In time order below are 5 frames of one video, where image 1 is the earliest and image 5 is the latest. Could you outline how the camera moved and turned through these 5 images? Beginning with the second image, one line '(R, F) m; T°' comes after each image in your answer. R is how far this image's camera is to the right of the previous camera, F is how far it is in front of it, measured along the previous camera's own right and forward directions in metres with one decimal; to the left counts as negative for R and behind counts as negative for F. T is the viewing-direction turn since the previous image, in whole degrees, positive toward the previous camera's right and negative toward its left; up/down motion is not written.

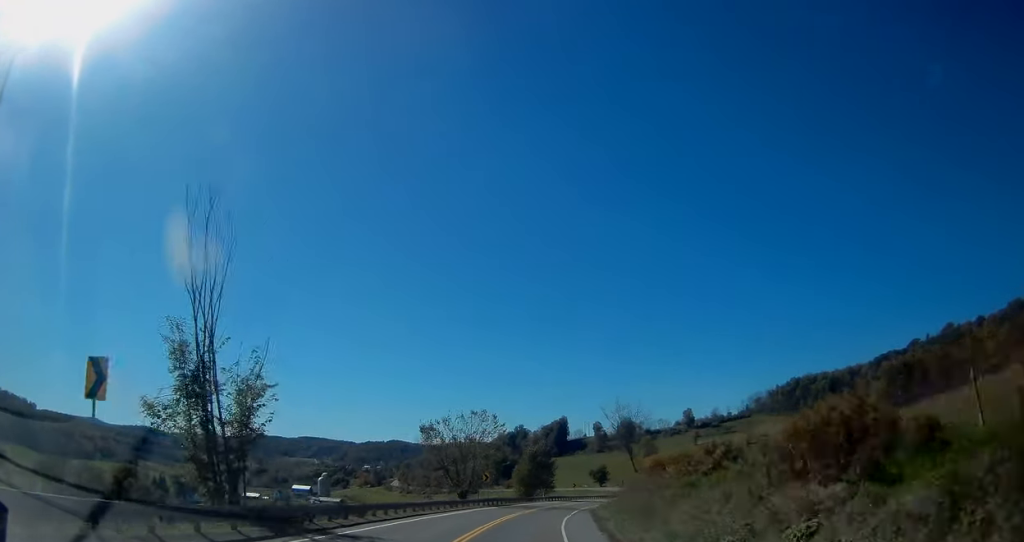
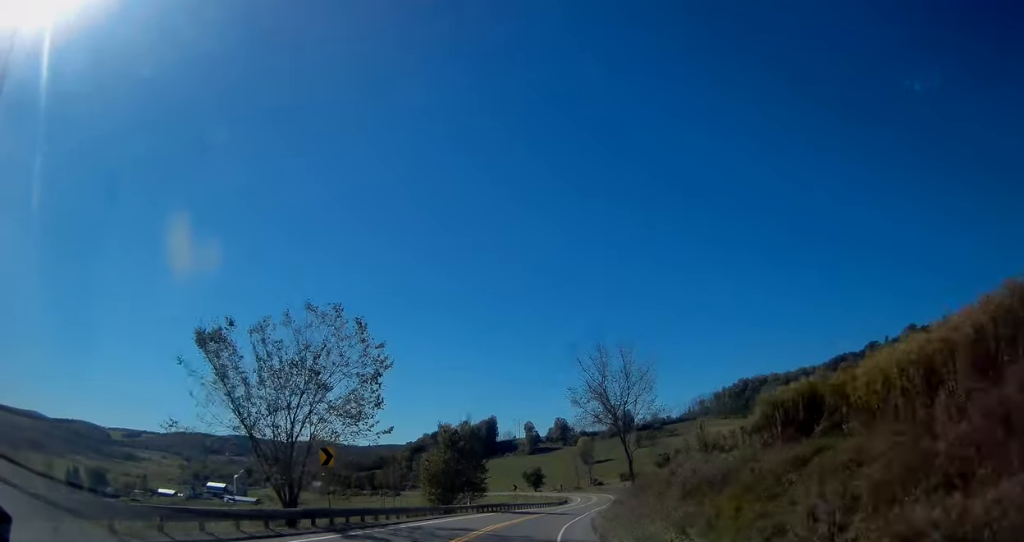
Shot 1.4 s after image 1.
(+1.7, +34.2) m; +7°
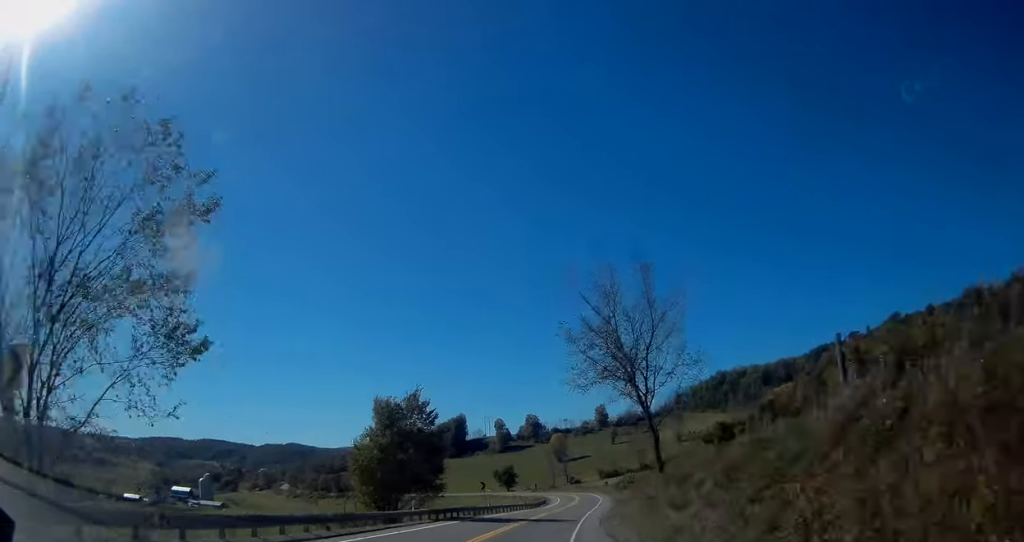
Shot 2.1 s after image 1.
(+0.4, +15.8) m; +3°
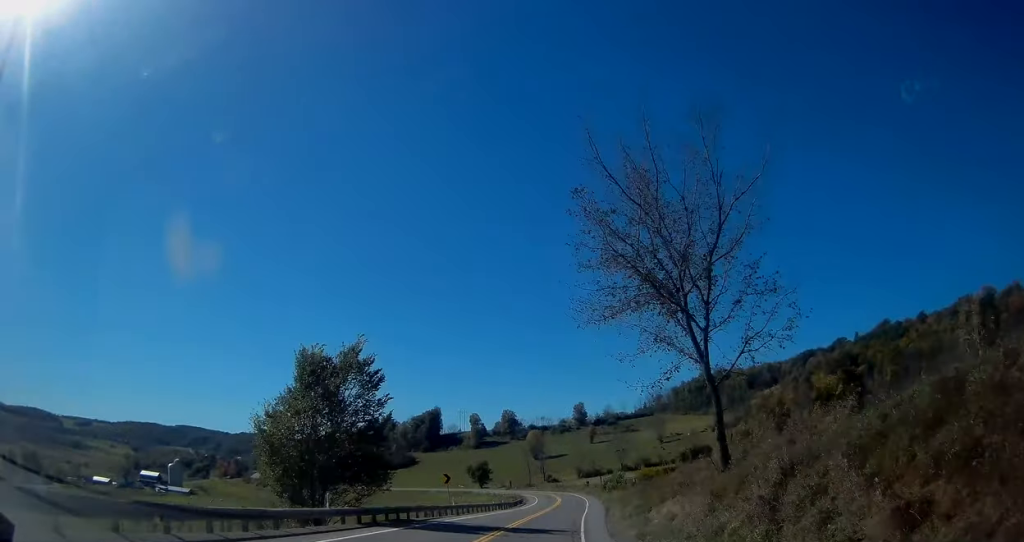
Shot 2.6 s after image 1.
(+0.3, +11.9) m; +2°
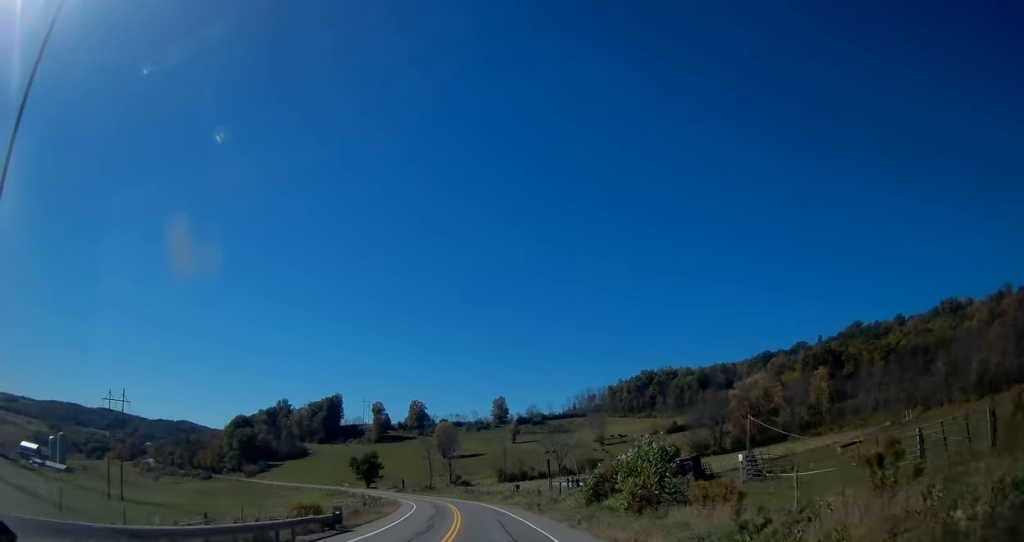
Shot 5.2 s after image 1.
(+7.2, +61.0) m; +12°
